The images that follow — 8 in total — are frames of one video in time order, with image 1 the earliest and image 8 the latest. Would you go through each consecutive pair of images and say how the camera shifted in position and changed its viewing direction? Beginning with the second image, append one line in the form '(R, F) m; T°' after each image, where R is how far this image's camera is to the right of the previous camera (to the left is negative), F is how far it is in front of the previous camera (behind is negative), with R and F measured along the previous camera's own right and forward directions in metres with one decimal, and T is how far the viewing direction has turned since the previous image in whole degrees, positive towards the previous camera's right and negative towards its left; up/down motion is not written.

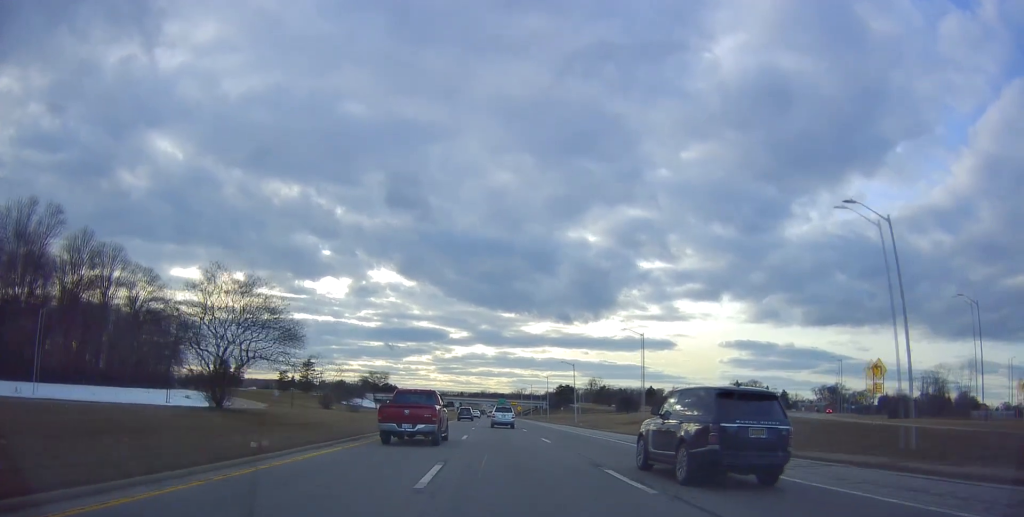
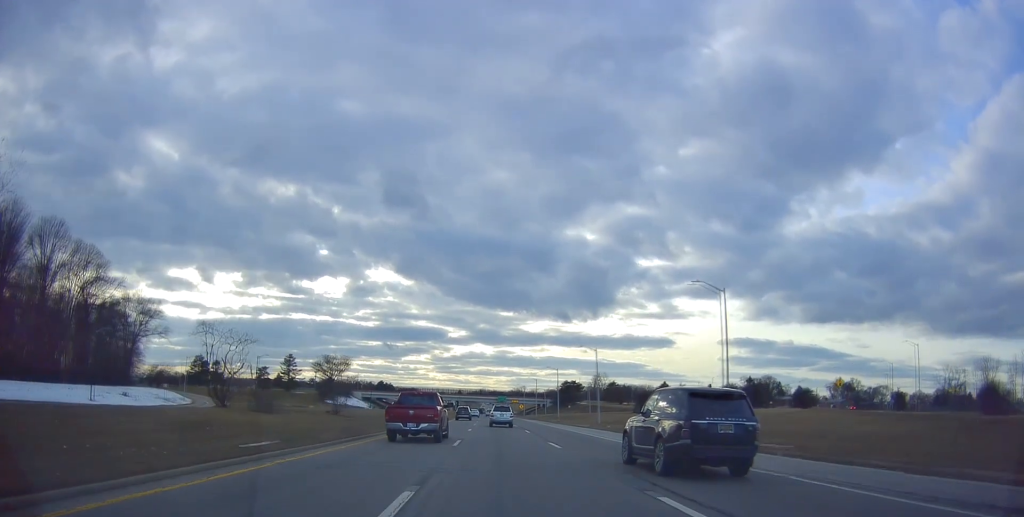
(+0.2, +20.5) m; 0°
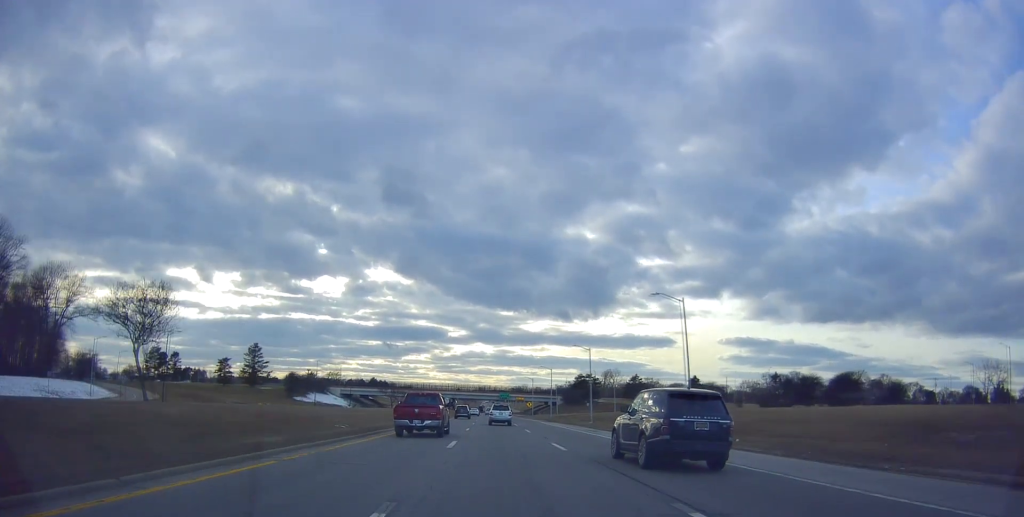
(0.0, +32.9) m; 0°
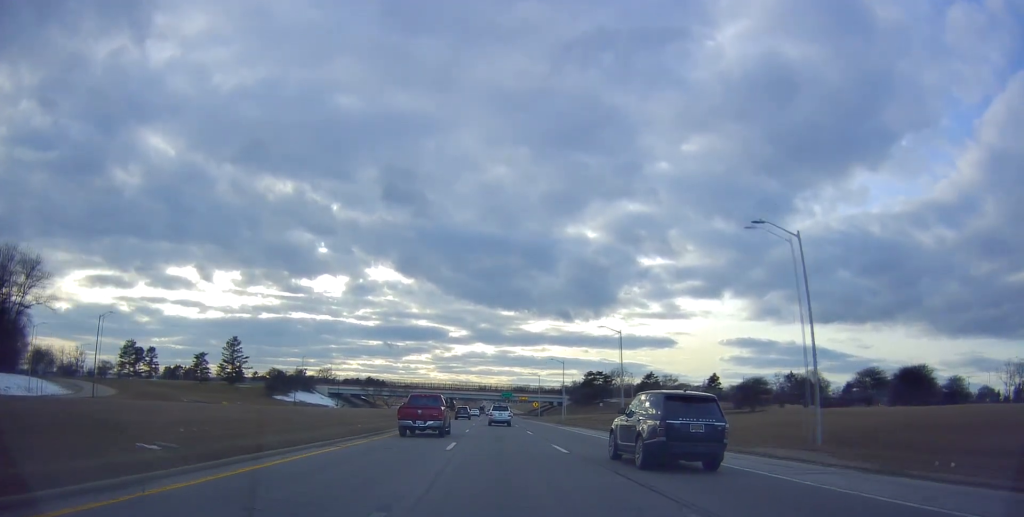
(0.0, +16.3) m; 0°
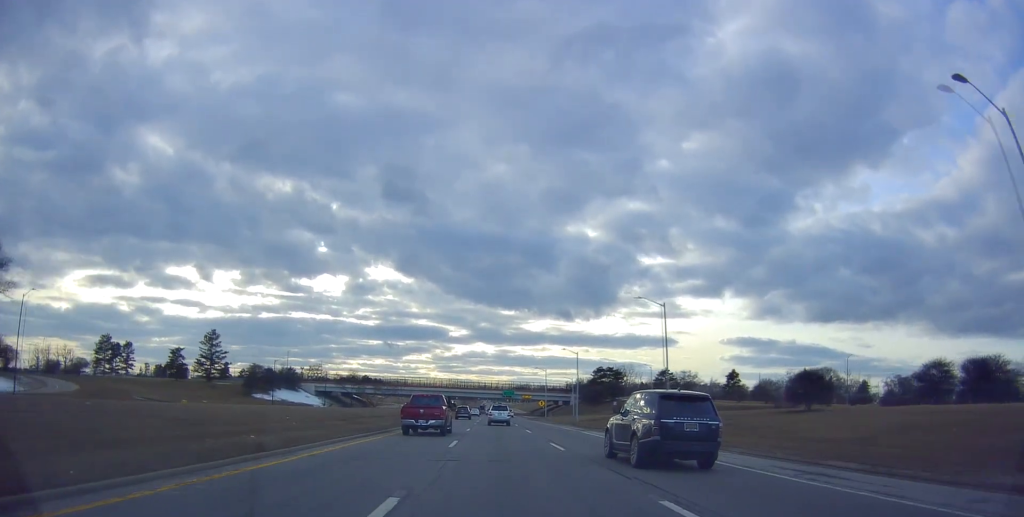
(-0.3, +14.0) m; 0°
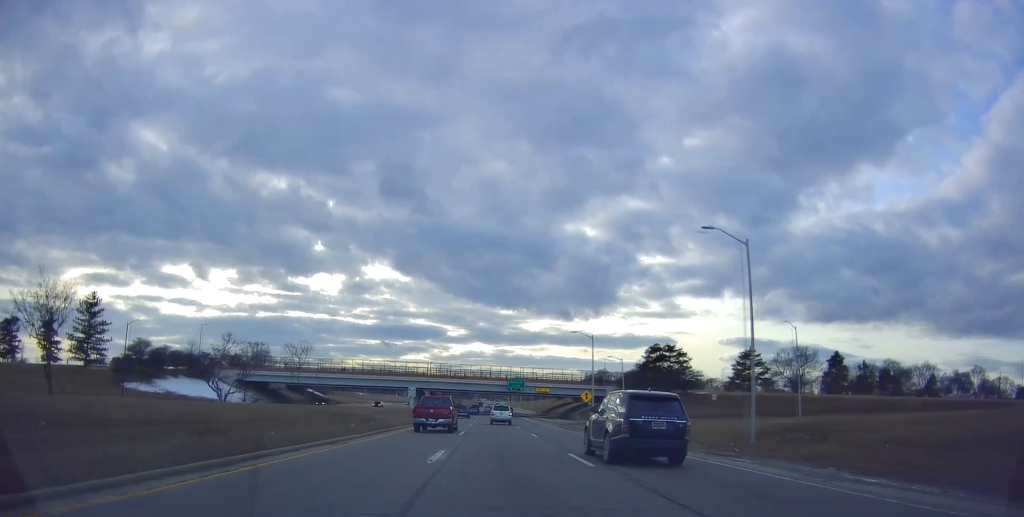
(+1.2, +52.6) m; +1°
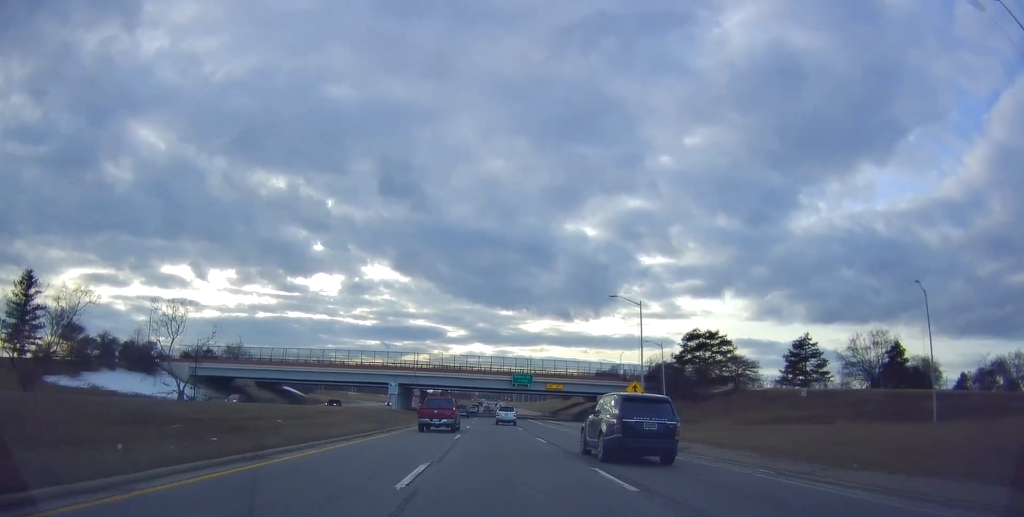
(0.0, +19.6) m; -1°
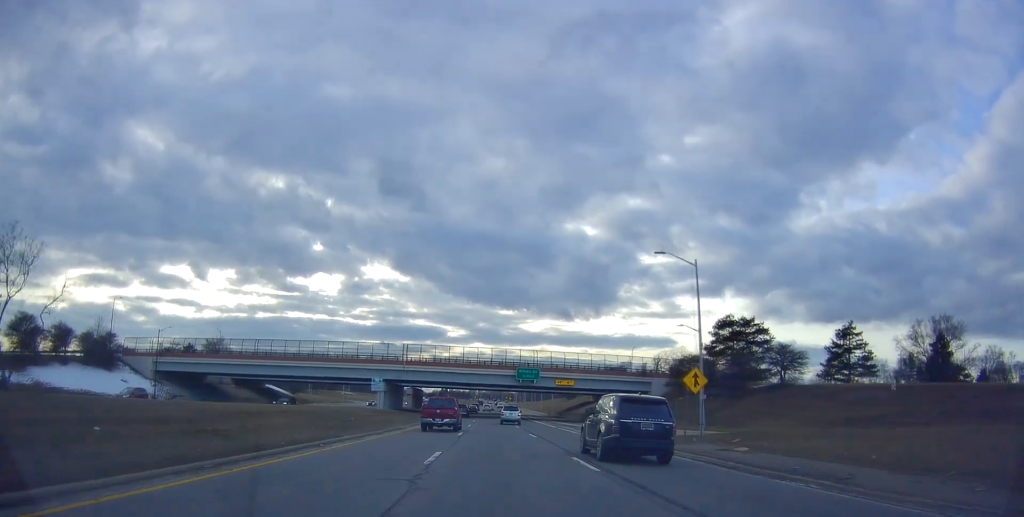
(-0.3, +11.8) m; 0°
